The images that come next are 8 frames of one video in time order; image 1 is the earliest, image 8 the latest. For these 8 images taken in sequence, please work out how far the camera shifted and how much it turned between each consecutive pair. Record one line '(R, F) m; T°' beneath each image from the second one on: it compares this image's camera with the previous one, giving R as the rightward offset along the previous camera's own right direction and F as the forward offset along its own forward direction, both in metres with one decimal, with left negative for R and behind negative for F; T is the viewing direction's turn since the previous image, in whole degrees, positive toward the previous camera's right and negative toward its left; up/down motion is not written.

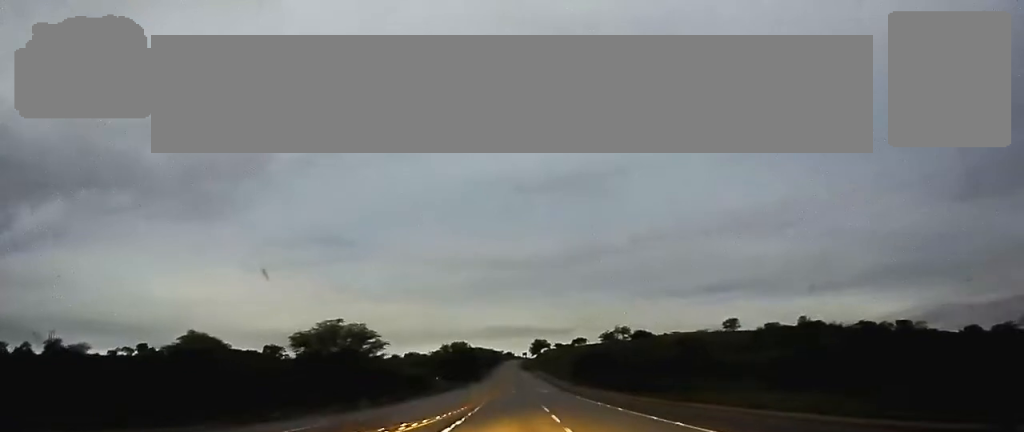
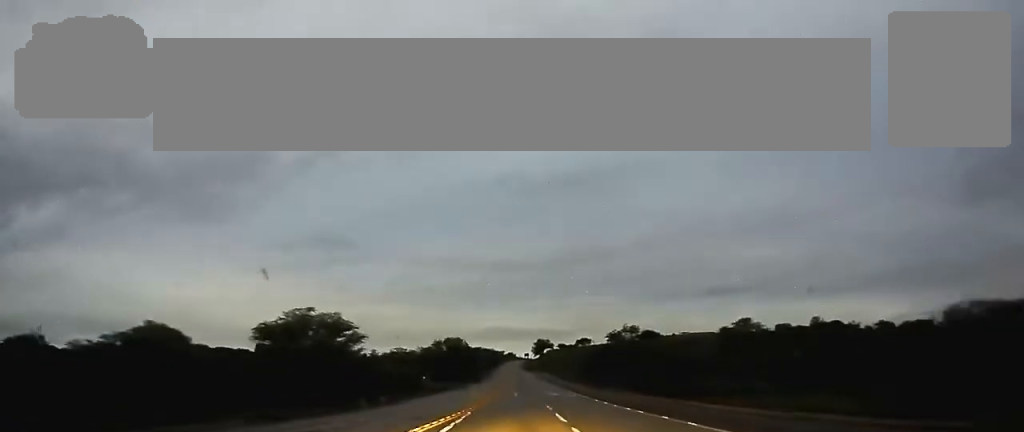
(0.0, +17.2) m; 0°
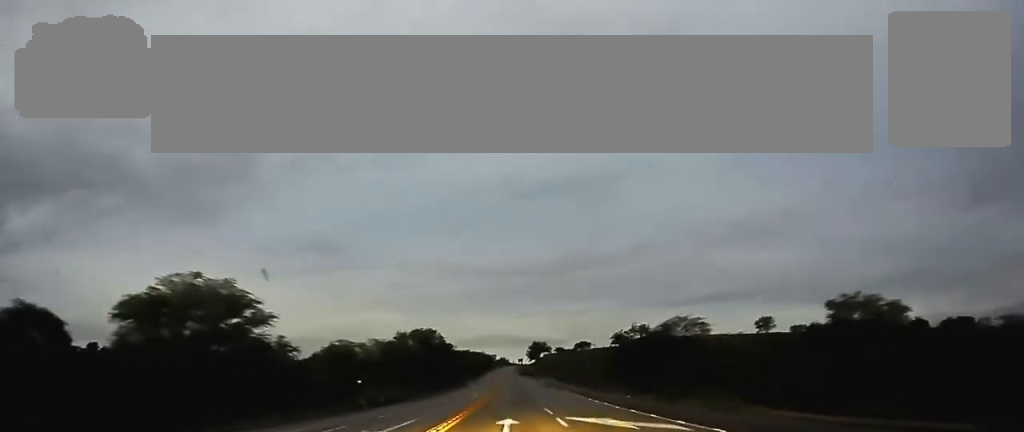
(-0.1, +34.8) m; 0°
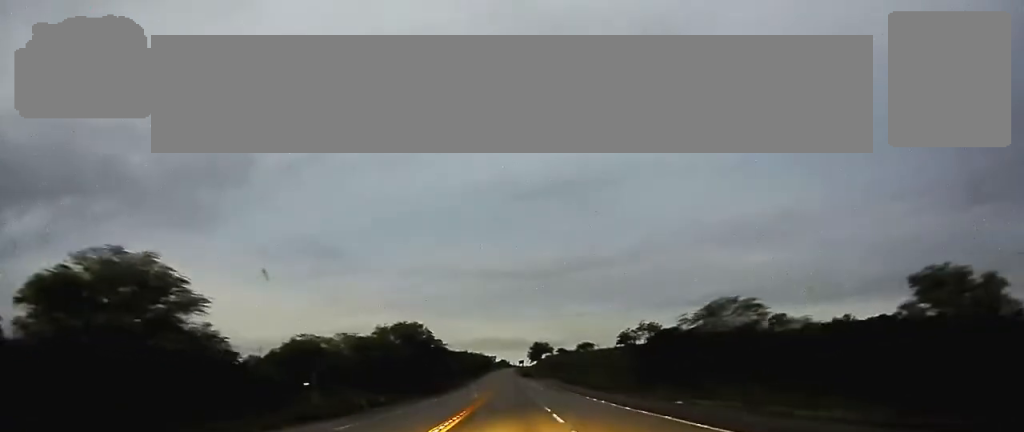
(0.0, +14.6) m; 0°
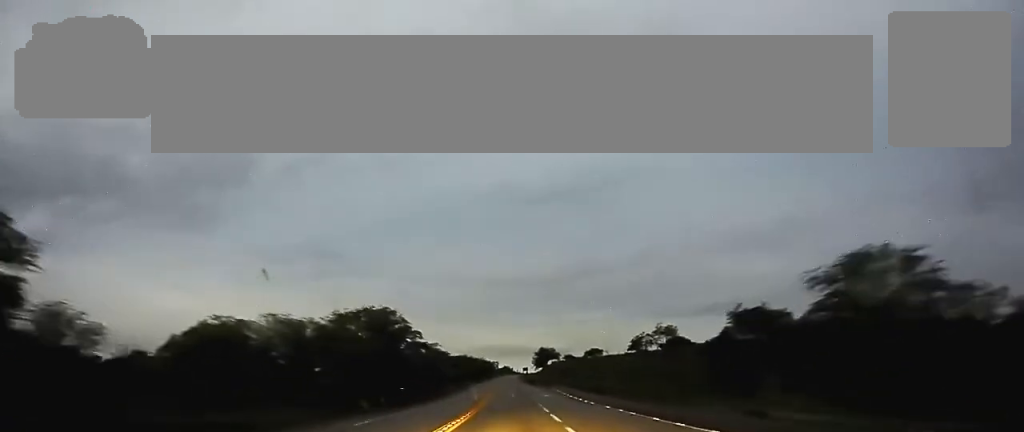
(+0.1, +21.0) m; 0°
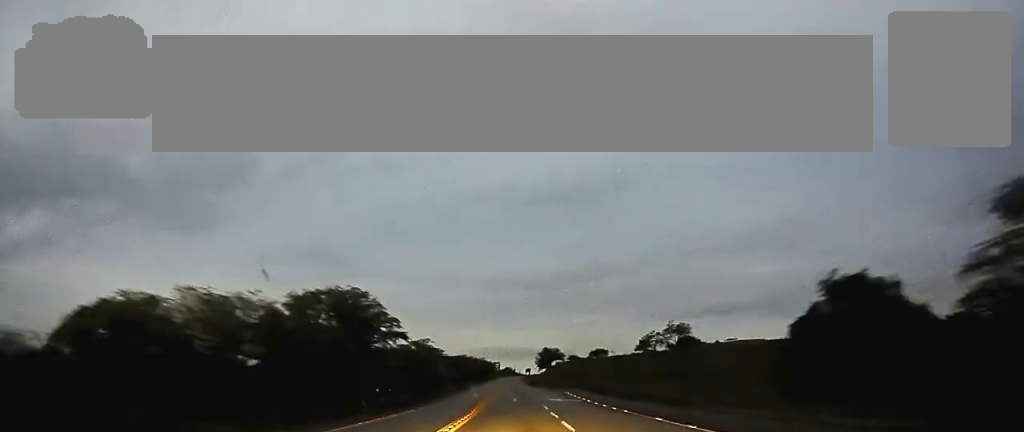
(0.0, +12.7) m; 0°
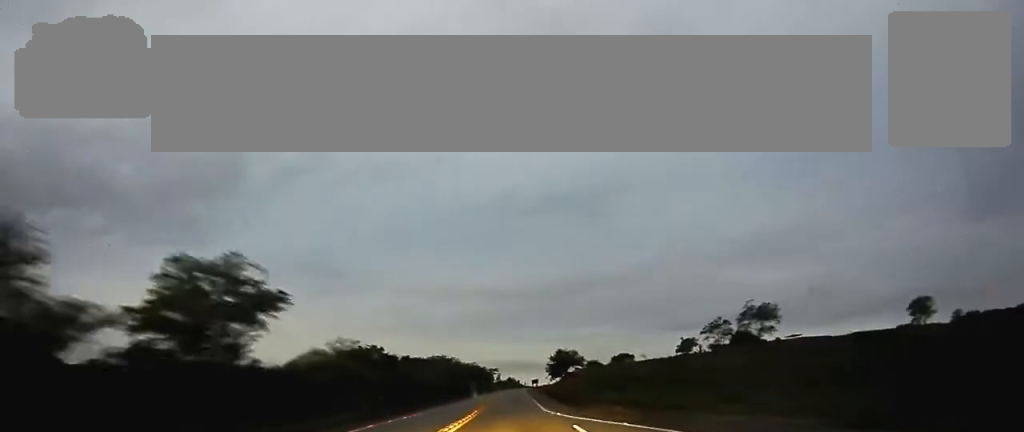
(-0.3, +65.8) m; -1°
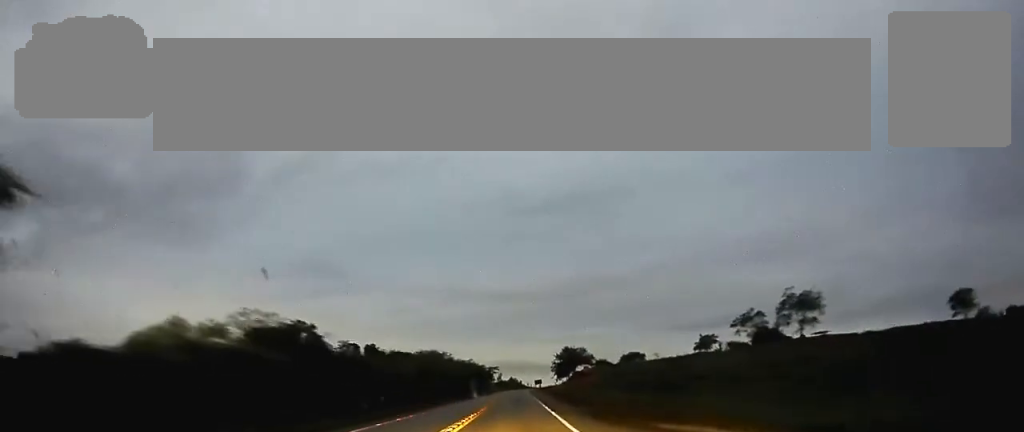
(-0.1, +19.3) m; 0°
